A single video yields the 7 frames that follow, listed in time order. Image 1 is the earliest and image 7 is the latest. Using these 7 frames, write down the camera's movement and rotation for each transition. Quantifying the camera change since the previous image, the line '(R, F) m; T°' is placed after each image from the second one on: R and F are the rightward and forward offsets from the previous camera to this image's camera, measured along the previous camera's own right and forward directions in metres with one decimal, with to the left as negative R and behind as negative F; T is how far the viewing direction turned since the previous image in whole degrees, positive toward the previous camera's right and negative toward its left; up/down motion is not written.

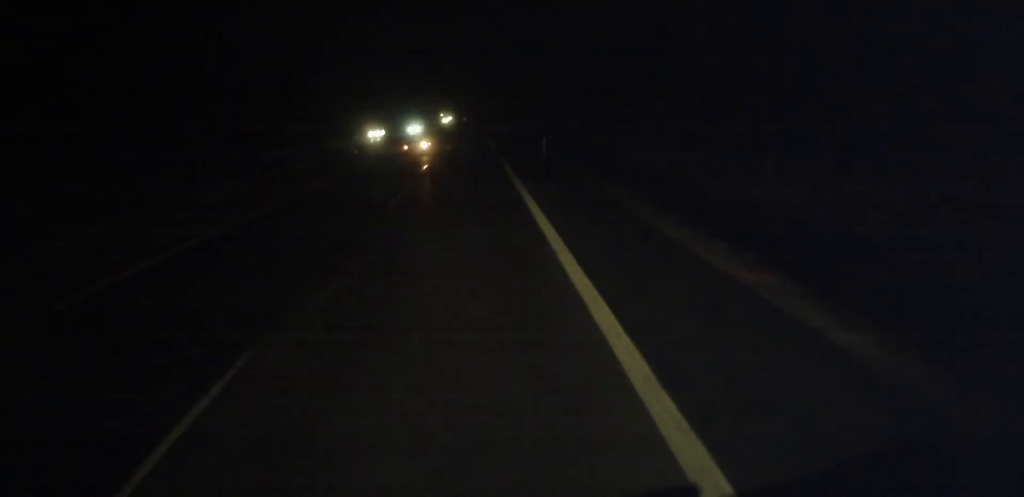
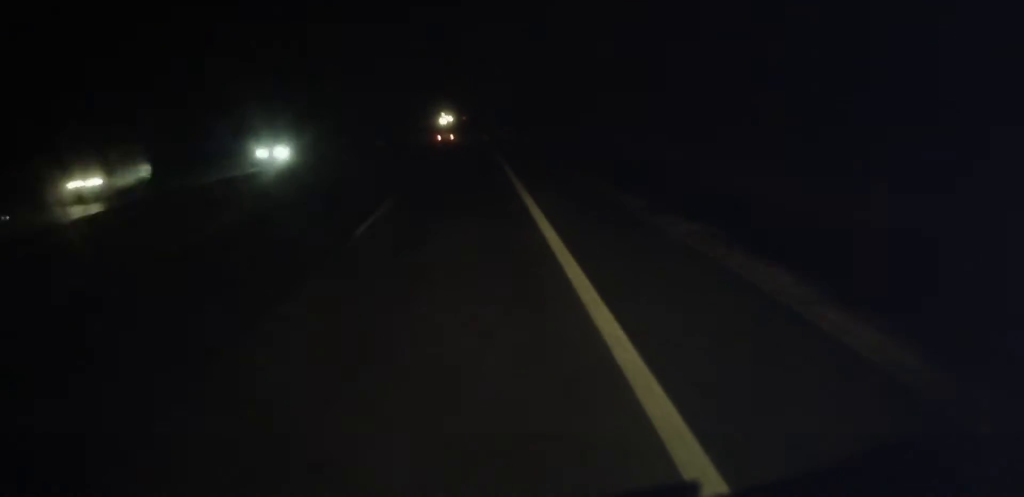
(0.0, +40.9) m; 0°
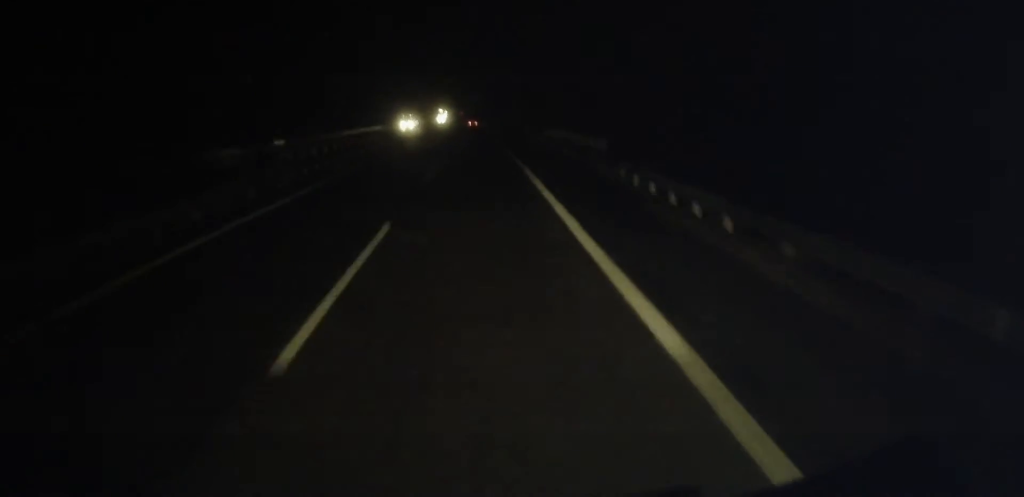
(-0.4, +135.1) m; 0°
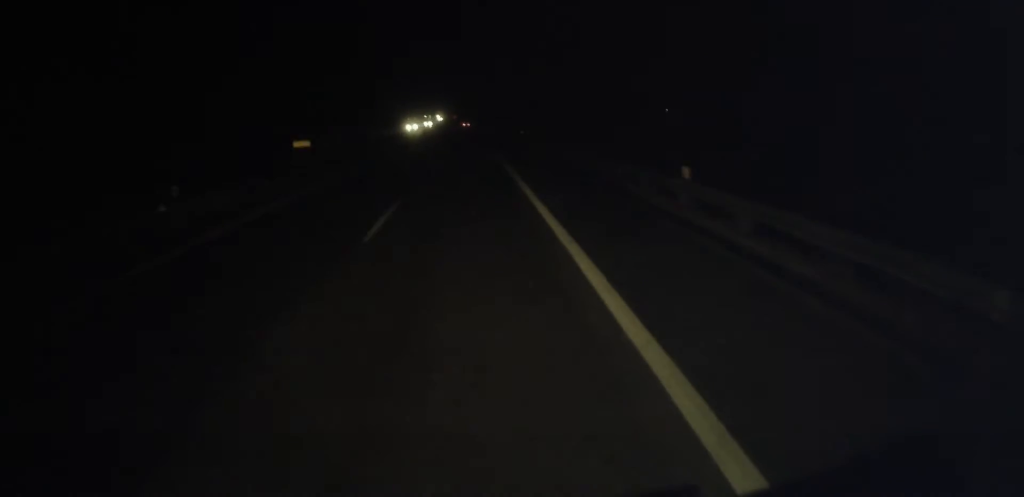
(0.0, +103.4) m; 0°
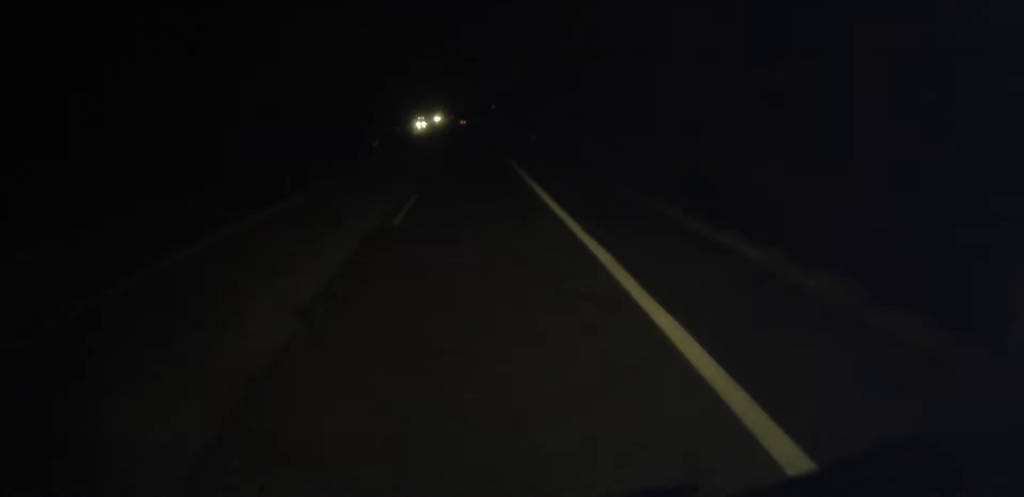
(-1.7, +162.4) m; -1°
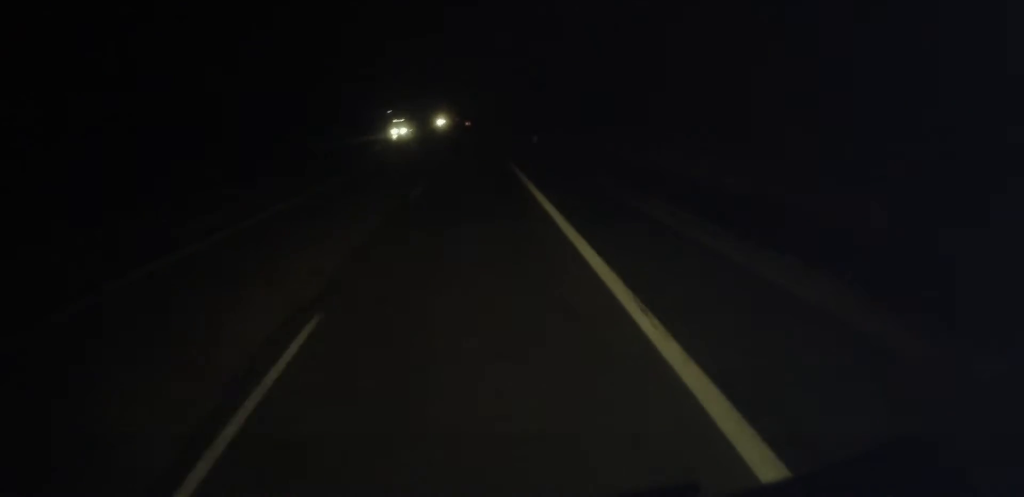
(+0.1, +49.8) m; 0°
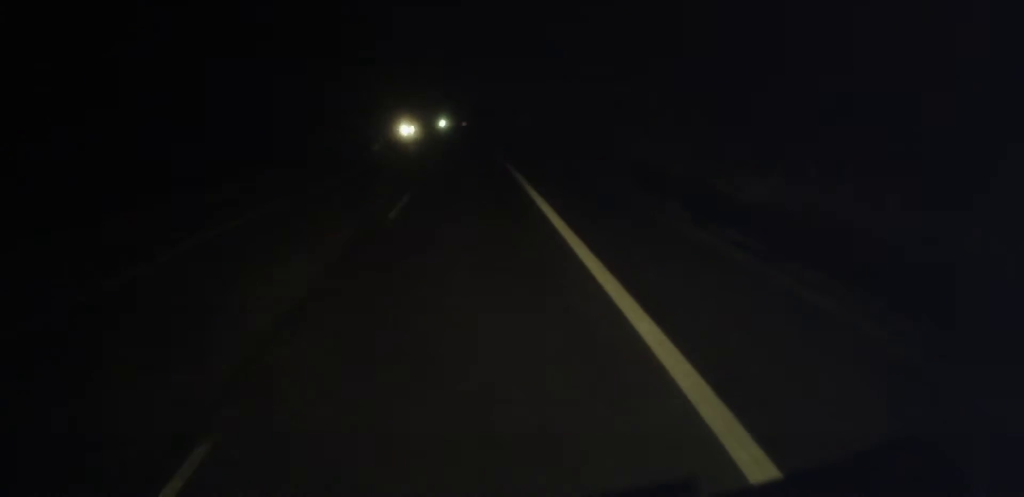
(-0.7, +149.2) m; -1°
